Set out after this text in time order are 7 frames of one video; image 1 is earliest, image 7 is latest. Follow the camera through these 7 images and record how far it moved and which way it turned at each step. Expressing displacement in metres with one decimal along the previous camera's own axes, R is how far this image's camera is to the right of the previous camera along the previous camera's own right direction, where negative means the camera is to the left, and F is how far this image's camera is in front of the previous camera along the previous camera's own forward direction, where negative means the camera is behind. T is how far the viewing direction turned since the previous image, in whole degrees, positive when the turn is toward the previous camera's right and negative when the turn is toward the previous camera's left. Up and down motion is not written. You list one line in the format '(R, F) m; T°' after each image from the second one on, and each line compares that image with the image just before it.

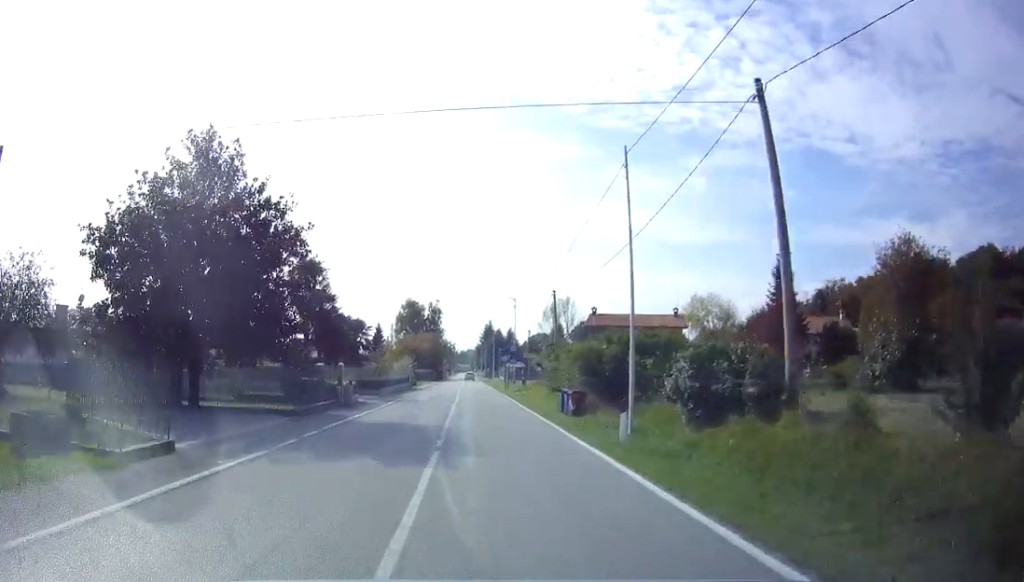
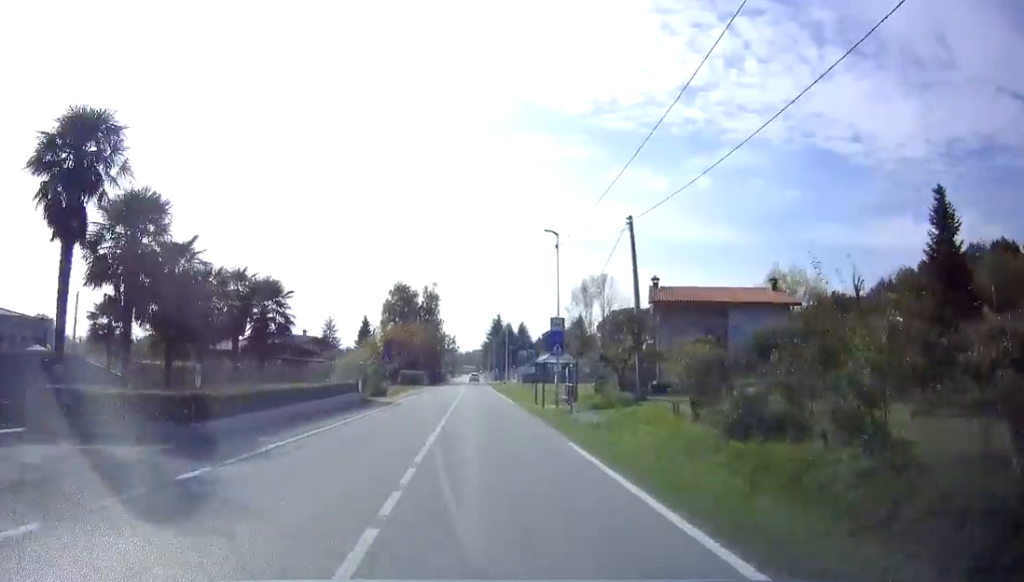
(-0.4, +24.5) m; 0°
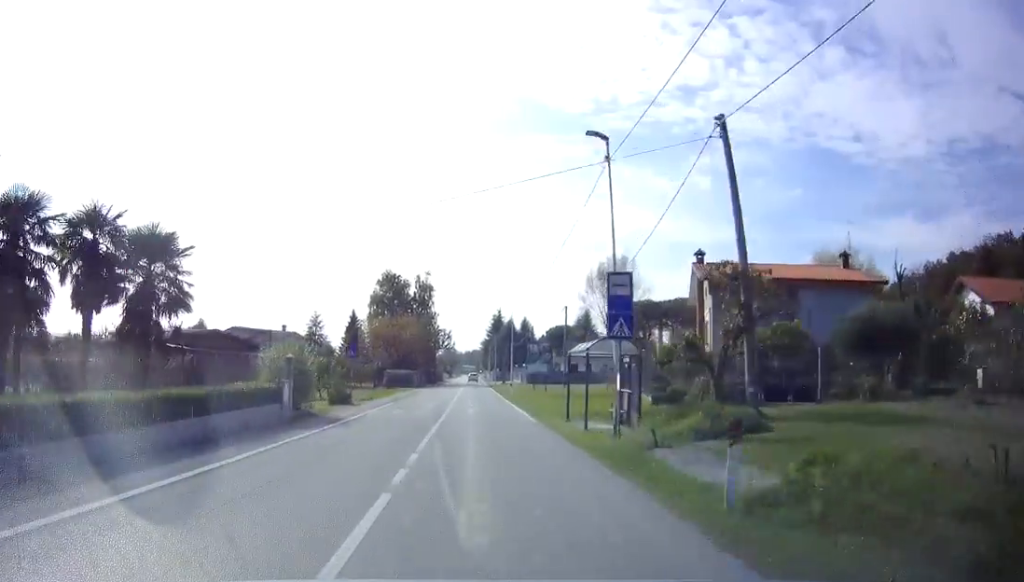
(0.0, +11.0) m; +1°
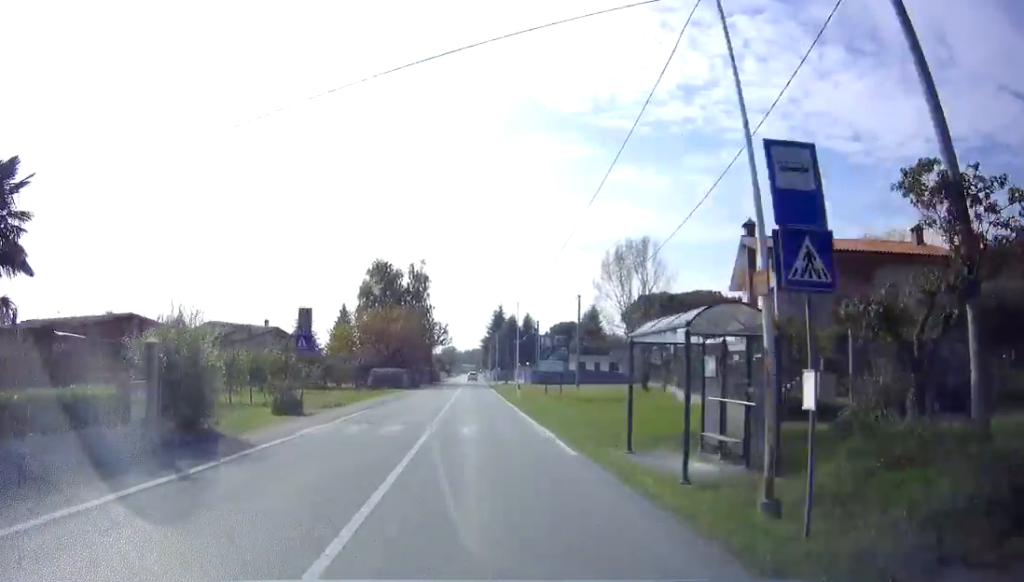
(+0.2, +8.7) m; 0°
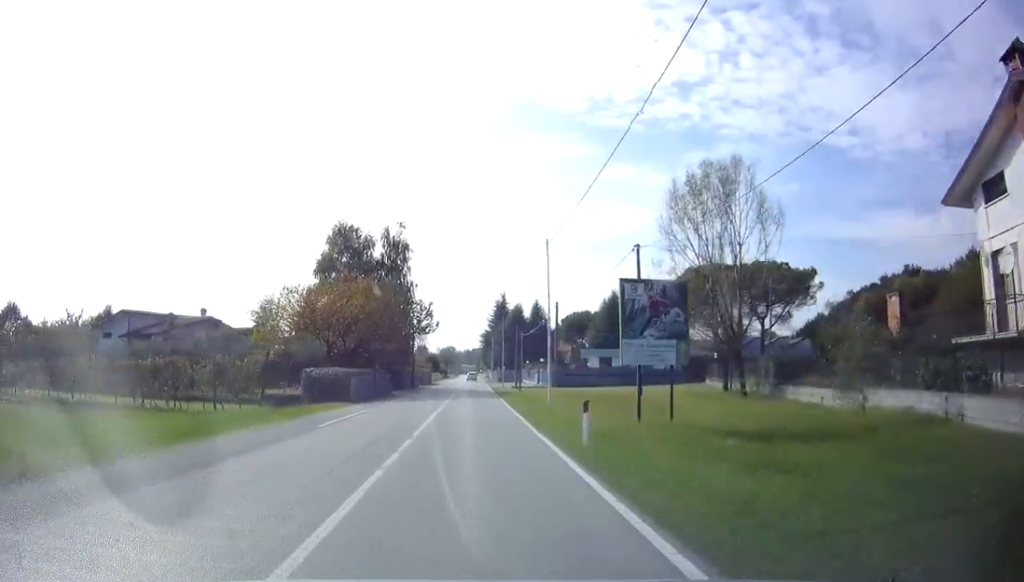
(-0.3, +20.8) m; -1°
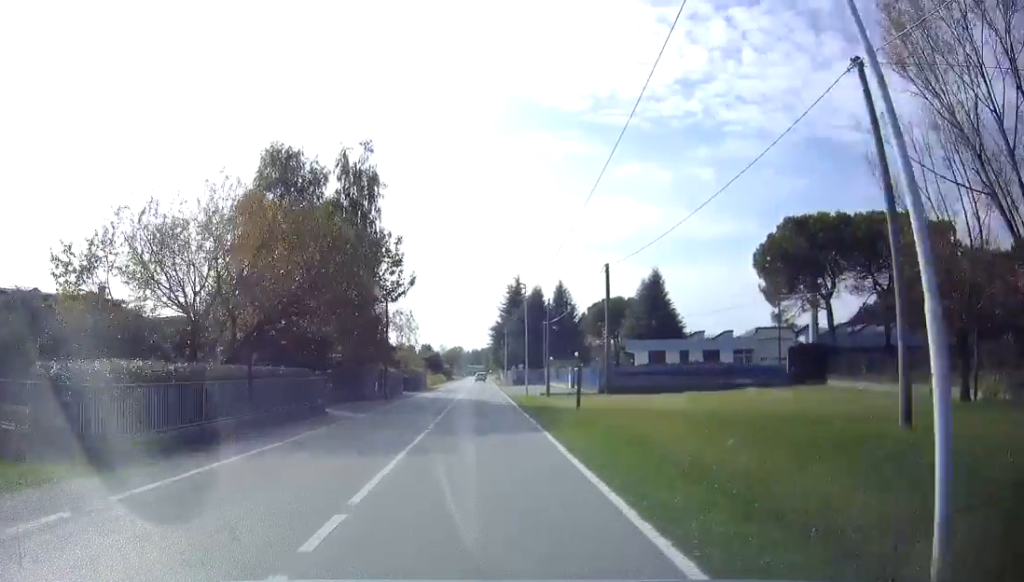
(0.0, +21.4) m; 0°
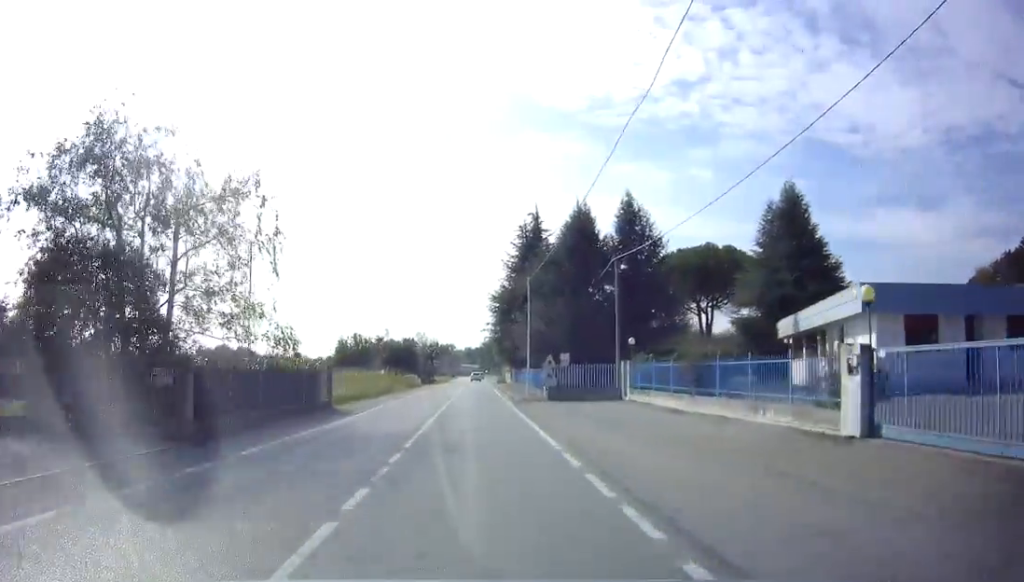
(+0.5, +42.2) m; +1°
